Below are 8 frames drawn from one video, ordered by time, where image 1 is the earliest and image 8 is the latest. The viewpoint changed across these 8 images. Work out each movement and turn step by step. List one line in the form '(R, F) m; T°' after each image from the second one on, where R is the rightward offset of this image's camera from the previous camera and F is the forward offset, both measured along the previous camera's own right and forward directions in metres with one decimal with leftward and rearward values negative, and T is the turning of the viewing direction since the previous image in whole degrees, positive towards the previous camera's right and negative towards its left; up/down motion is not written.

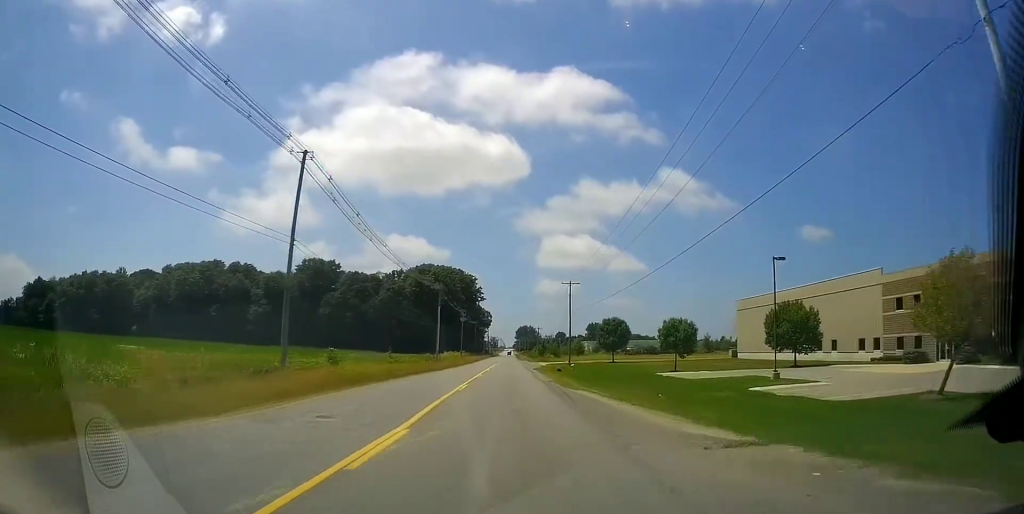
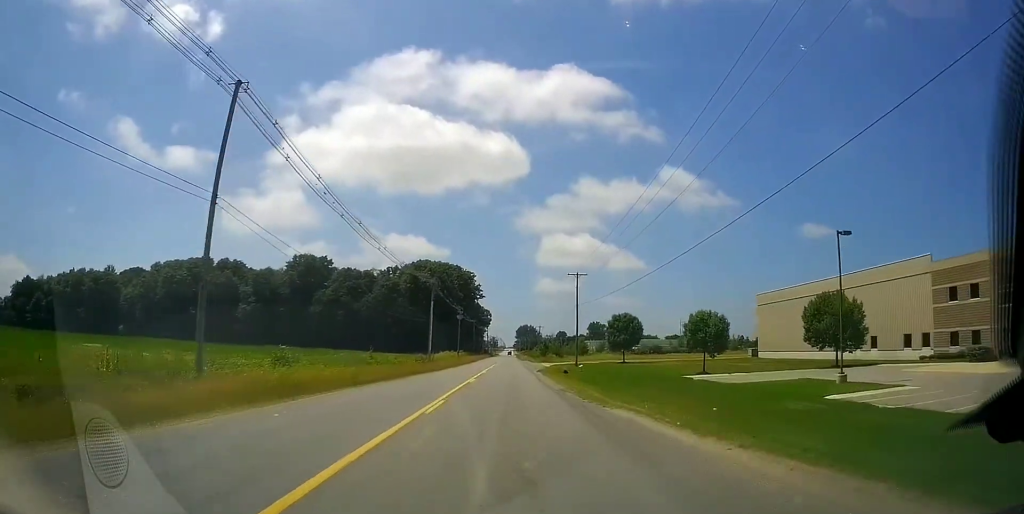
(0.0, +9.2) m; 0°
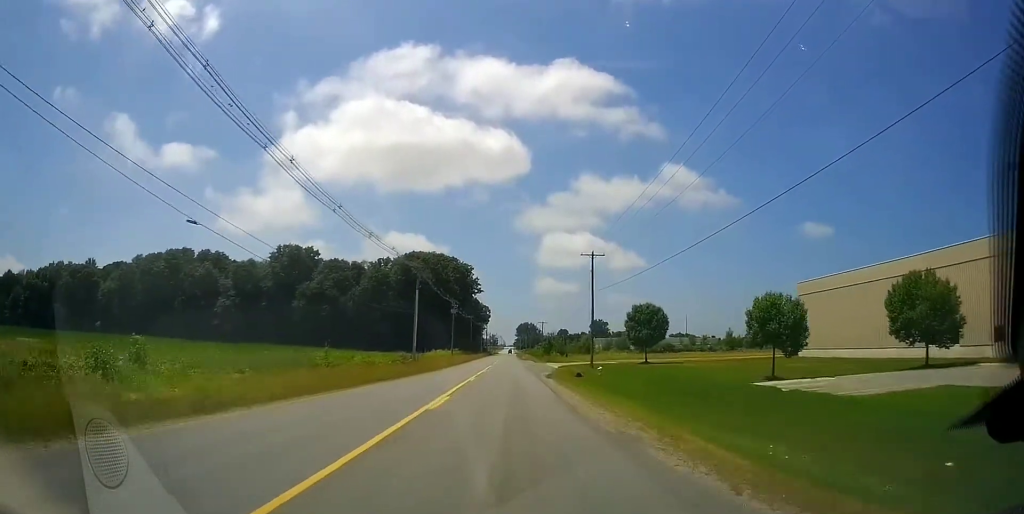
(0.0, +13.8) m; 0°
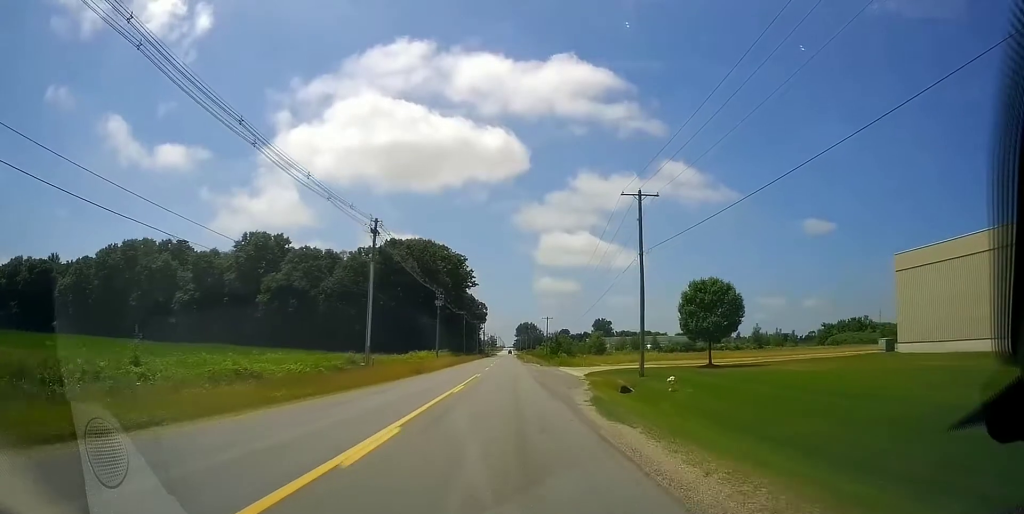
(0.0, +22.9) m; 0°
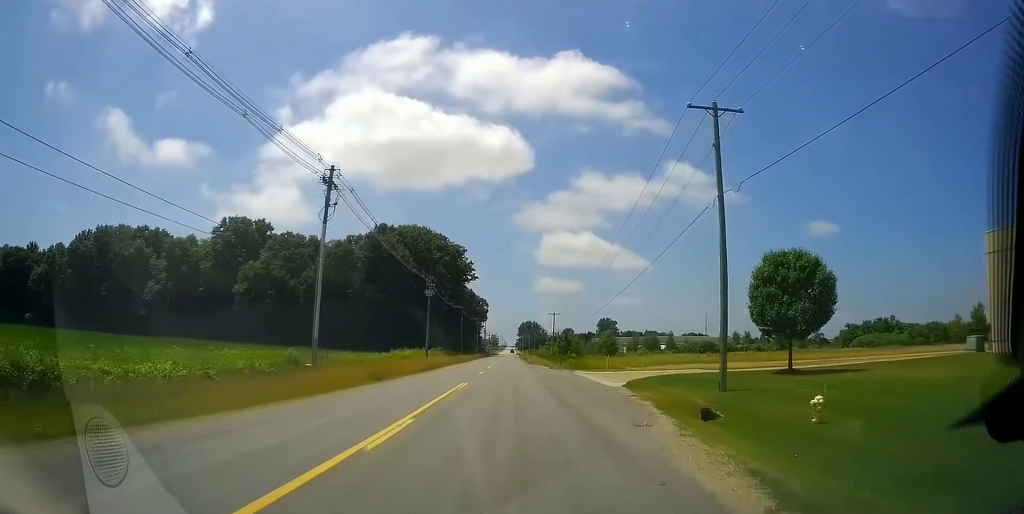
(0.0, +13.9) m; 0°
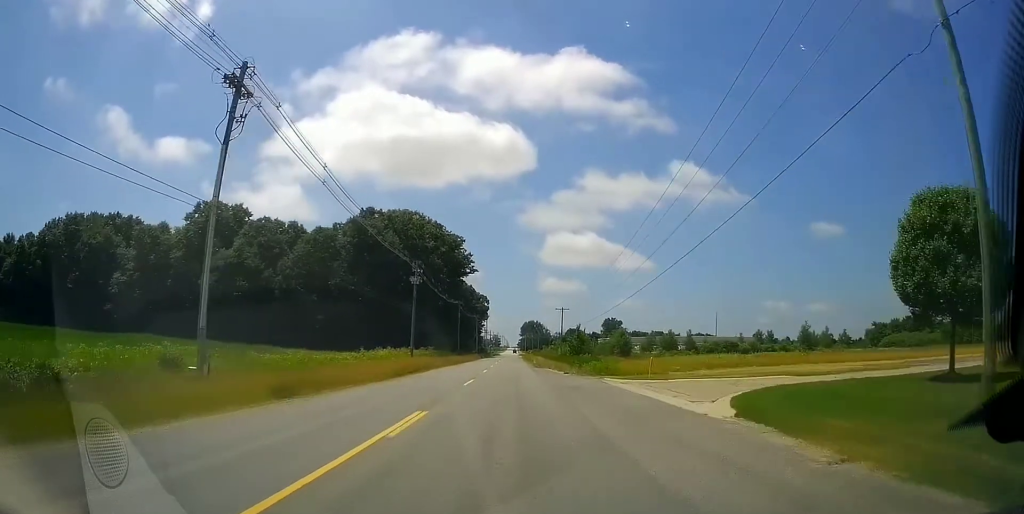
(0.0, +14.1) m; 0°
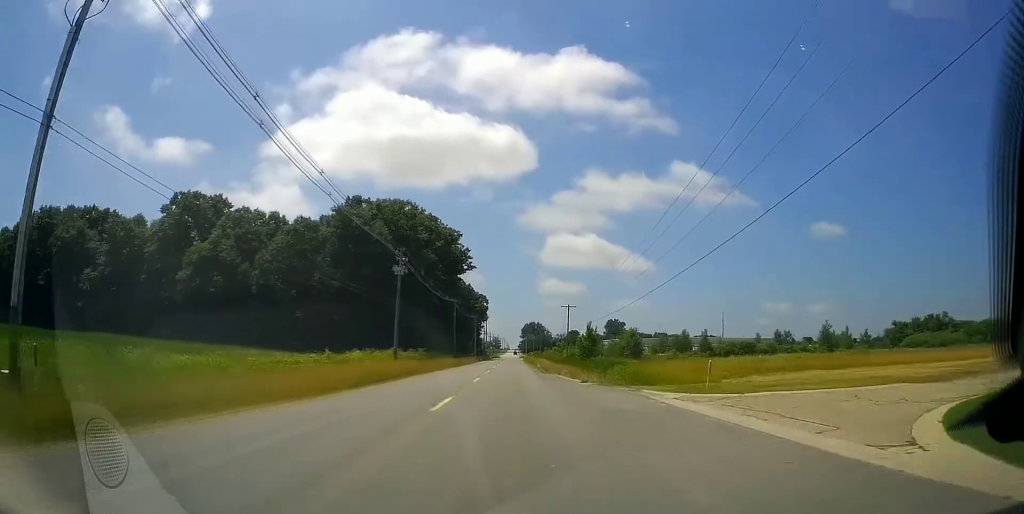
(0.0, +10.3) m; 0°
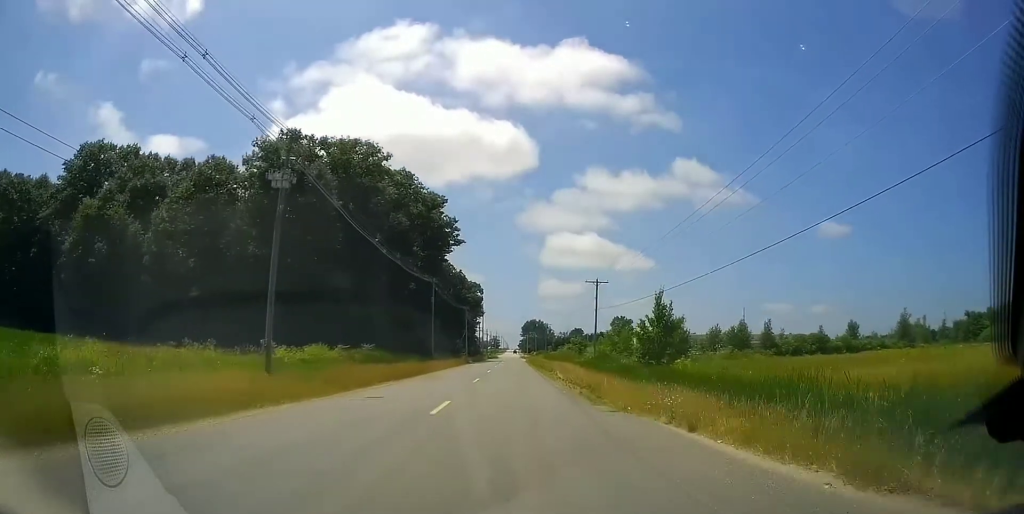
(-0.1, +31.8) m; 0°
